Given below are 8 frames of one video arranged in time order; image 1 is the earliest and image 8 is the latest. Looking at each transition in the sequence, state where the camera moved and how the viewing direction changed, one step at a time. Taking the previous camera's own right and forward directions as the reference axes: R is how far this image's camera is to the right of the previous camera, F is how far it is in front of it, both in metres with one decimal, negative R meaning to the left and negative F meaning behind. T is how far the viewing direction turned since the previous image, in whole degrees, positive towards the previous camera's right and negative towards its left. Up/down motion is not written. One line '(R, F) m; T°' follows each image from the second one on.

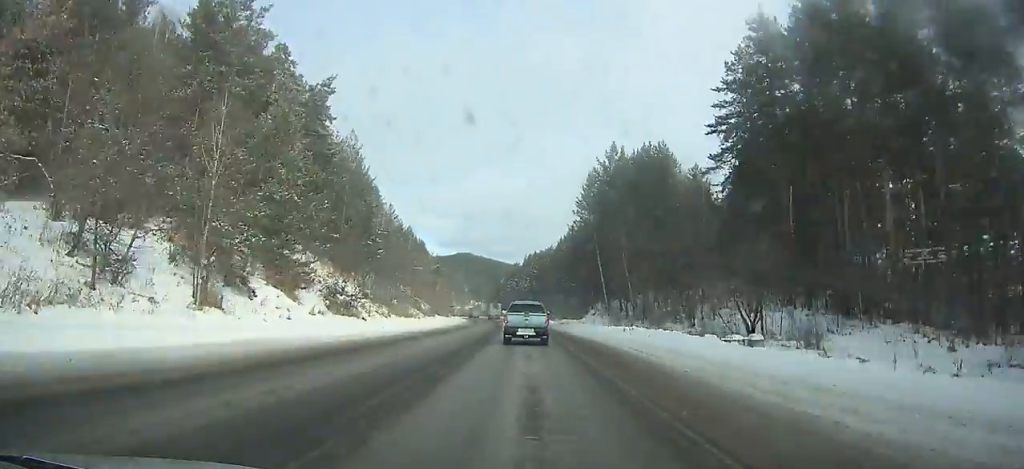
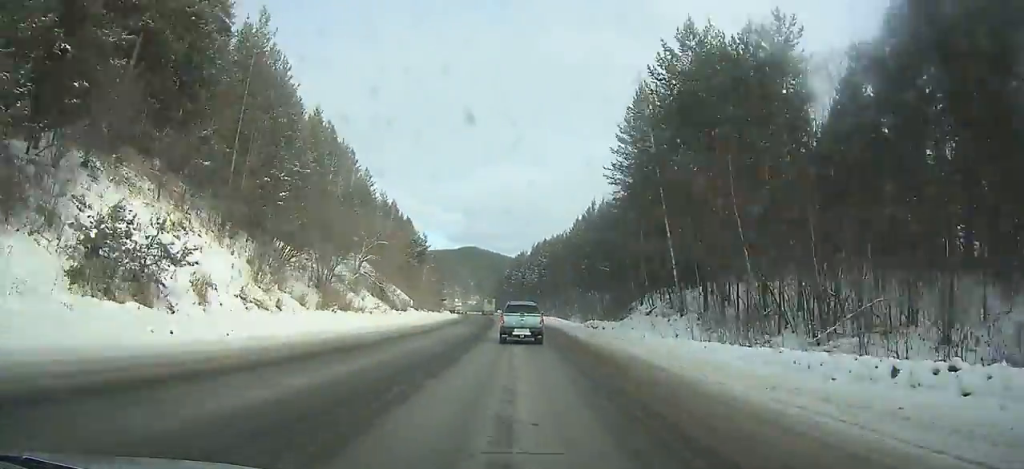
(-0.4, +29.2) m; -1°
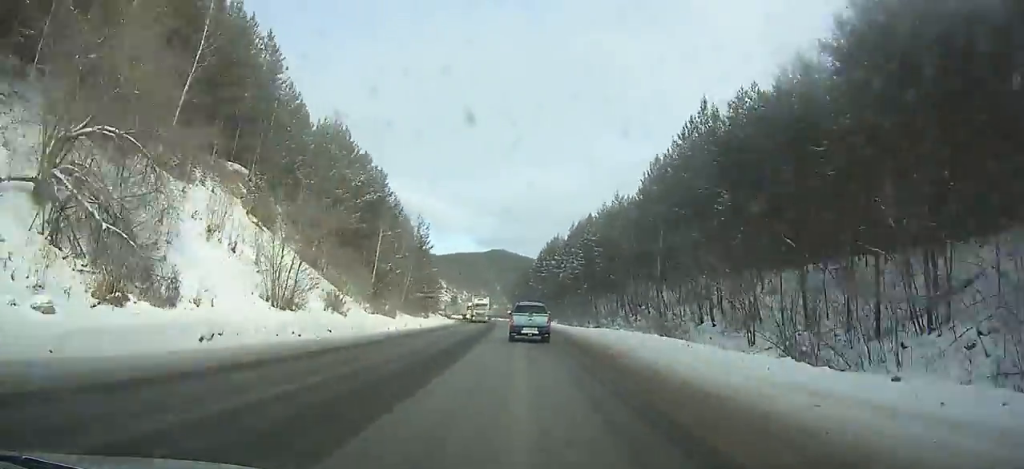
(-1.1, +58.0) m; -2°
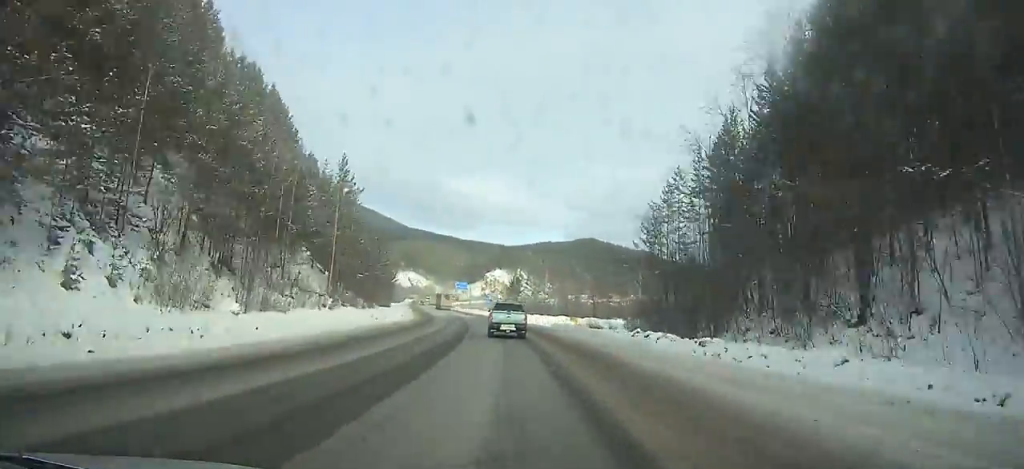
(-9.3, +129.4) m; -10°
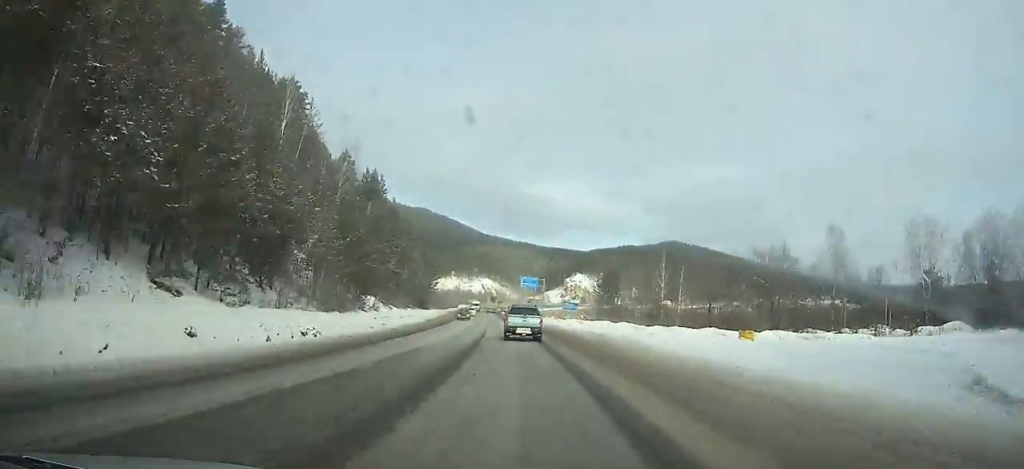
(-3.4, +57.8) m; -6°
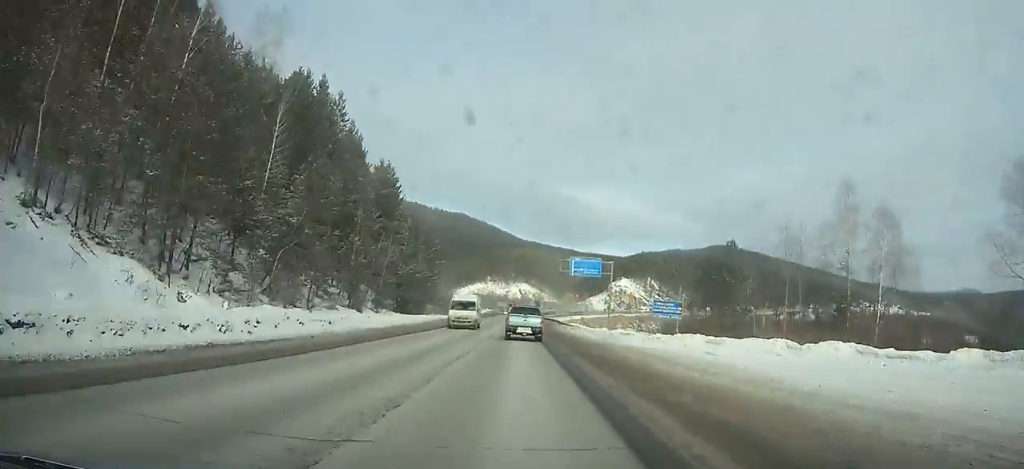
(-2.0, +49.8) m; -3°
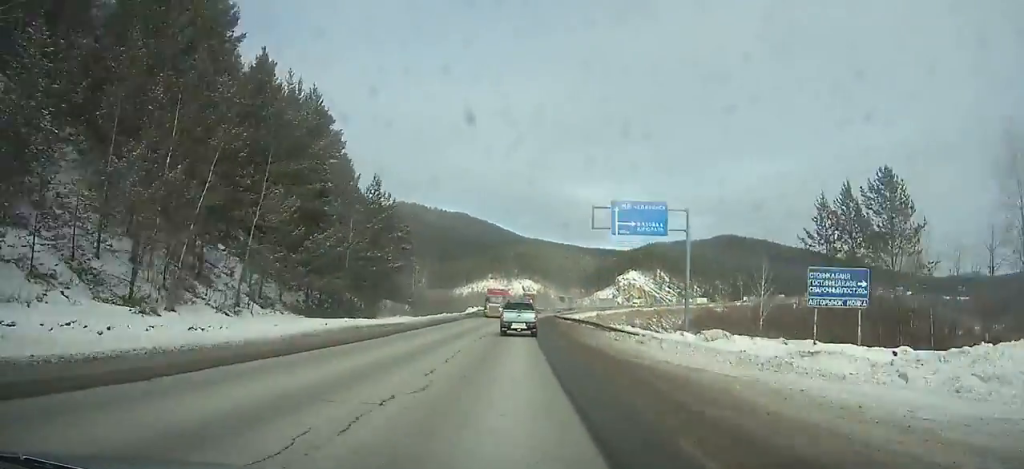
(-0.8, +31.3) m; 0°
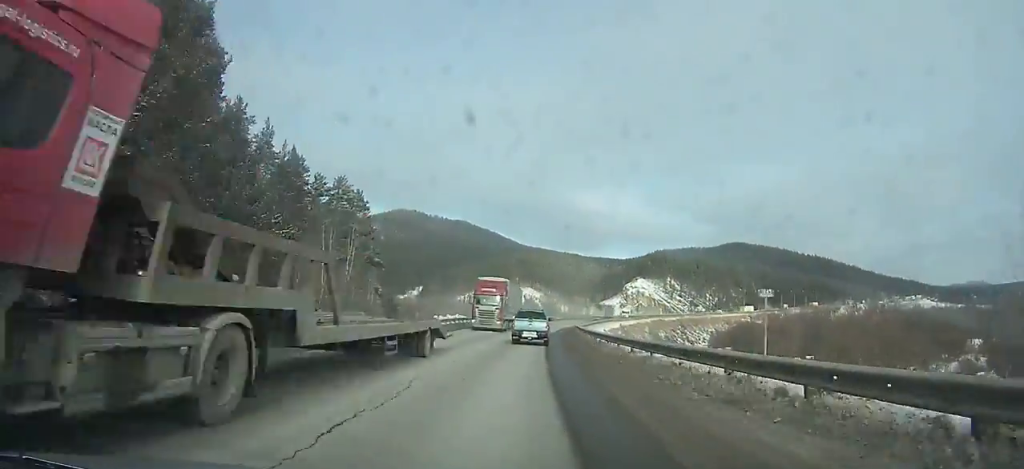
(-0.2, +35.5) m; +1°
